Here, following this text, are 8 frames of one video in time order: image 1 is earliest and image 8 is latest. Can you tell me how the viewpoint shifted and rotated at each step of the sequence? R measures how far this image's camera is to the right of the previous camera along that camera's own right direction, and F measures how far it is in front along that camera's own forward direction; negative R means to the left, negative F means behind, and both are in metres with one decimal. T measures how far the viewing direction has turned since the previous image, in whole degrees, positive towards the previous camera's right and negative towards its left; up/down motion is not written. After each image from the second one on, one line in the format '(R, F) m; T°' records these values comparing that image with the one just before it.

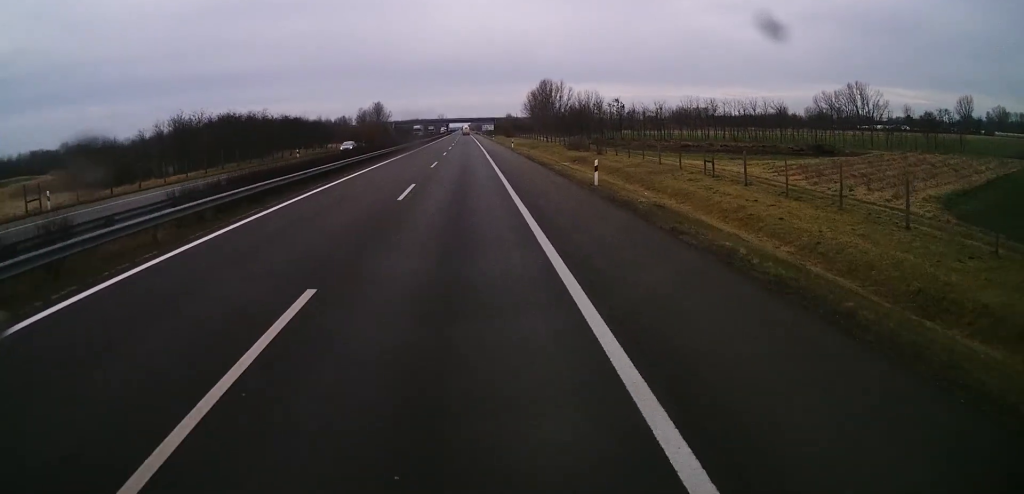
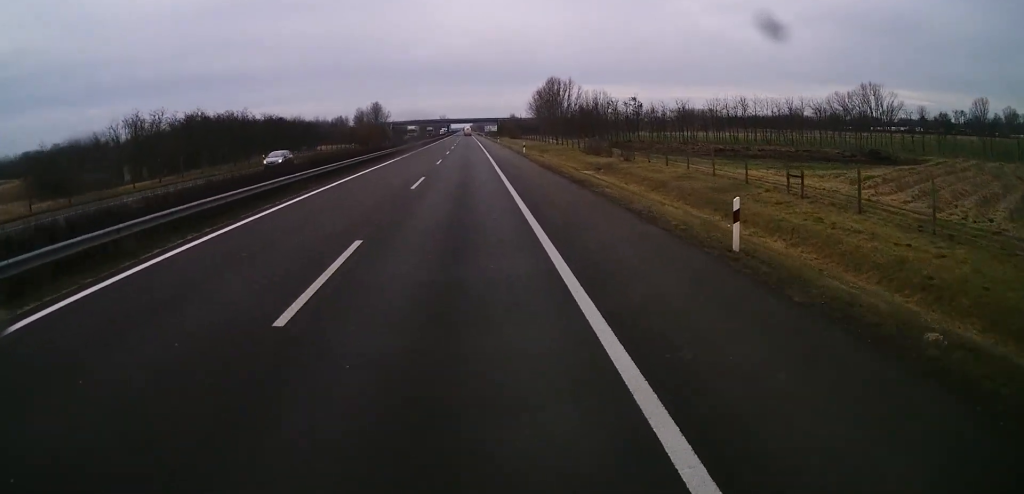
(+0.1, +13.9) m; 0°
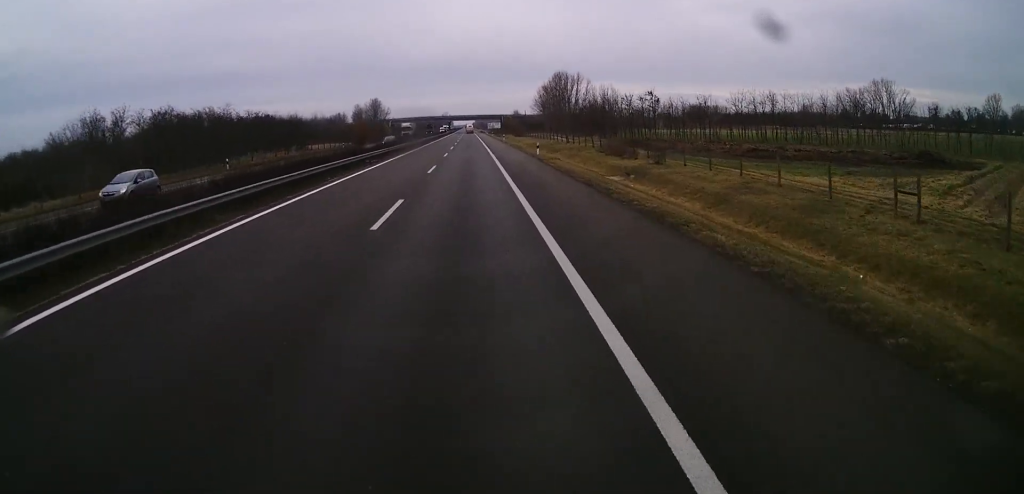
(-0.2, +10.8) m; 0°
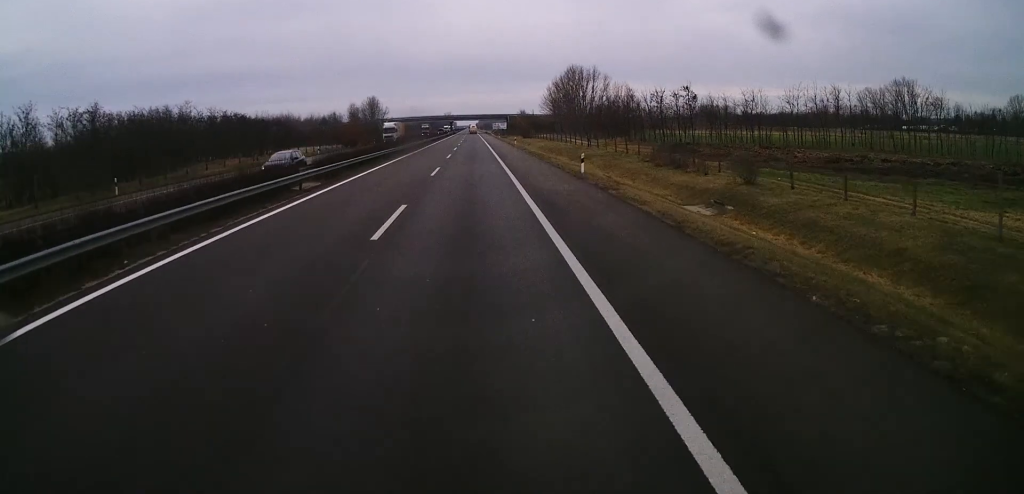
(0.0, +19.3) m; 0°
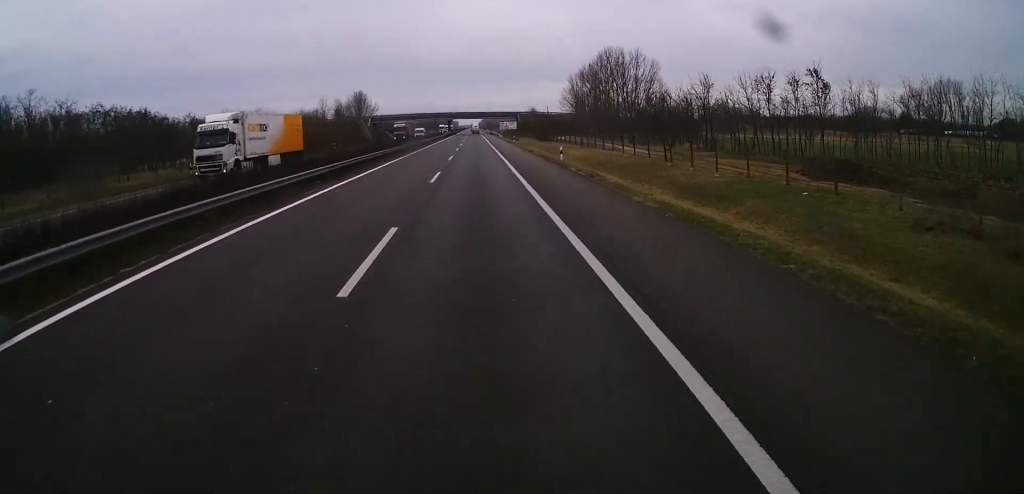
(-0.1, +40.8) m; 0°
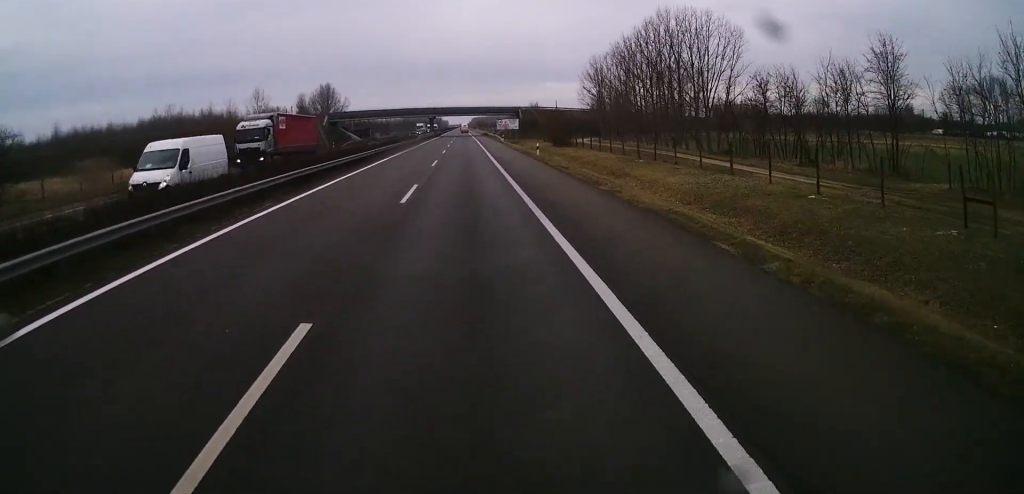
(-0.1, +43.2) m; 0°
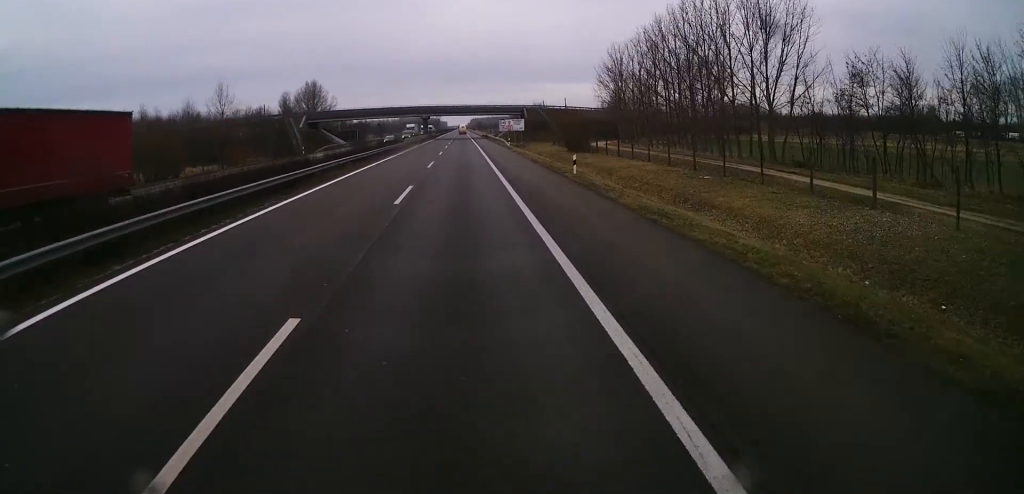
(+0.2, +17.7) m; 0°
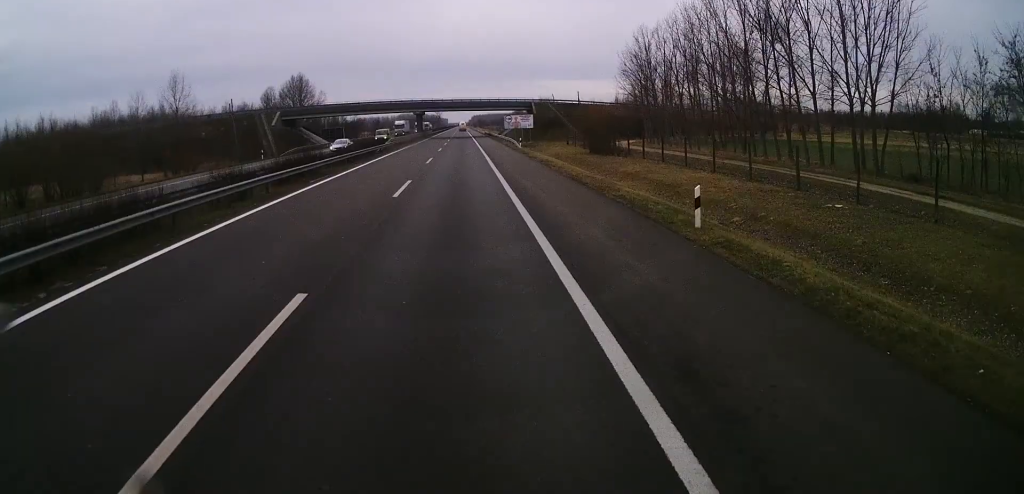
(-0.1, +16.9) m; +1°
